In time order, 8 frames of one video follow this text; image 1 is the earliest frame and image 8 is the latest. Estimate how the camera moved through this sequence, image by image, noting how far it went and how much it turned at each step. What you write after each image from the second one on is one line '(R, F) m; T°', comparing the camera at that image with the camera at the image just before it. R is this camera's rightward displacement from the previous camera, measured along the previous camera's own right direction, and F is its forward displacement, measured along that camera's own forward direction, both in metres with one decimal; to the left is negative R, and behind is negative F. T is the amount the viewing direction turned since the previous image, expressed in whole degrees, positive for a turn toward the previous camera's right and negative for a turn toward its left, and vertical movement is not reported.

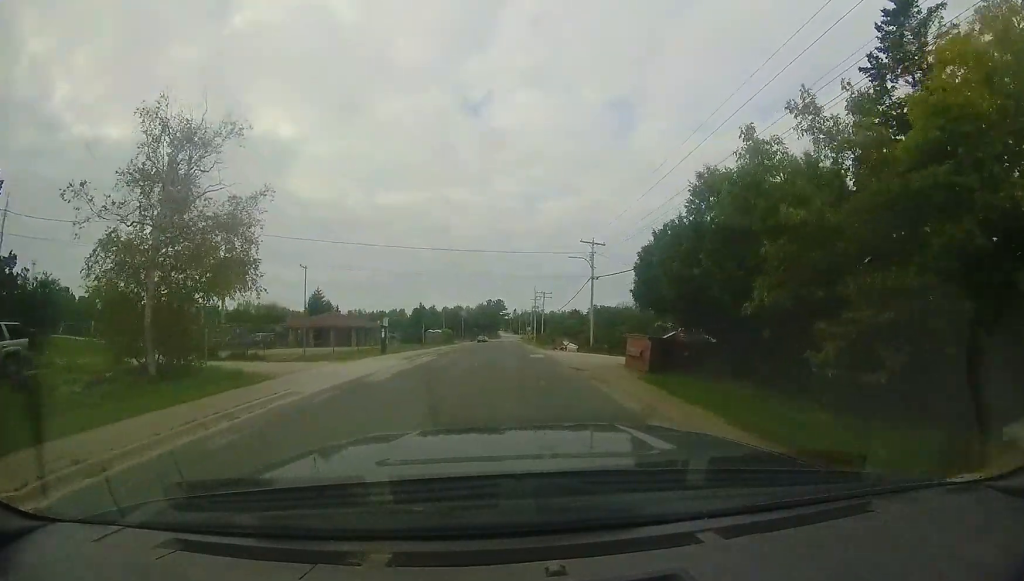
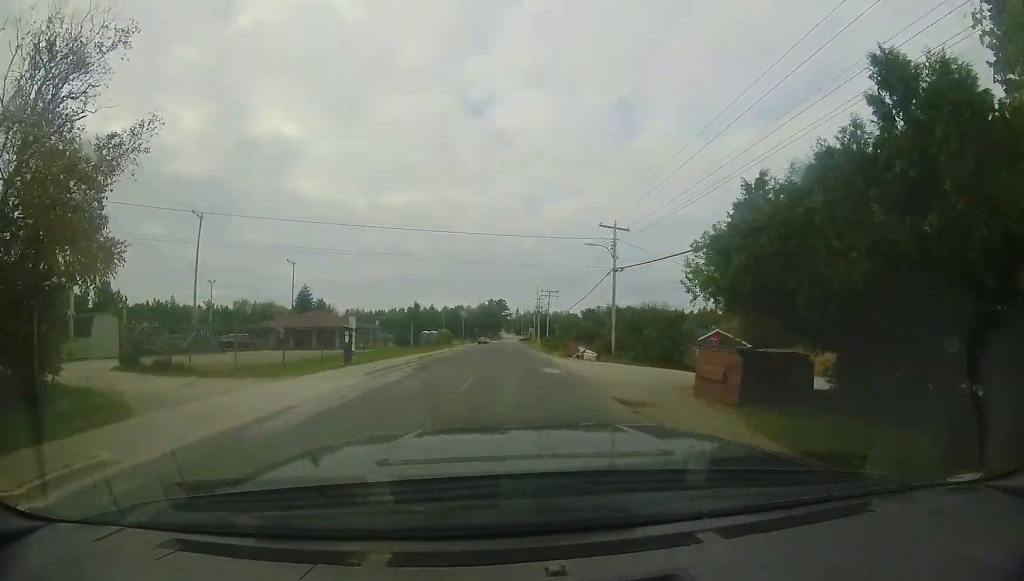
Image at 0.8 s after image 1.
(+0.2, +7.4) m; 0°
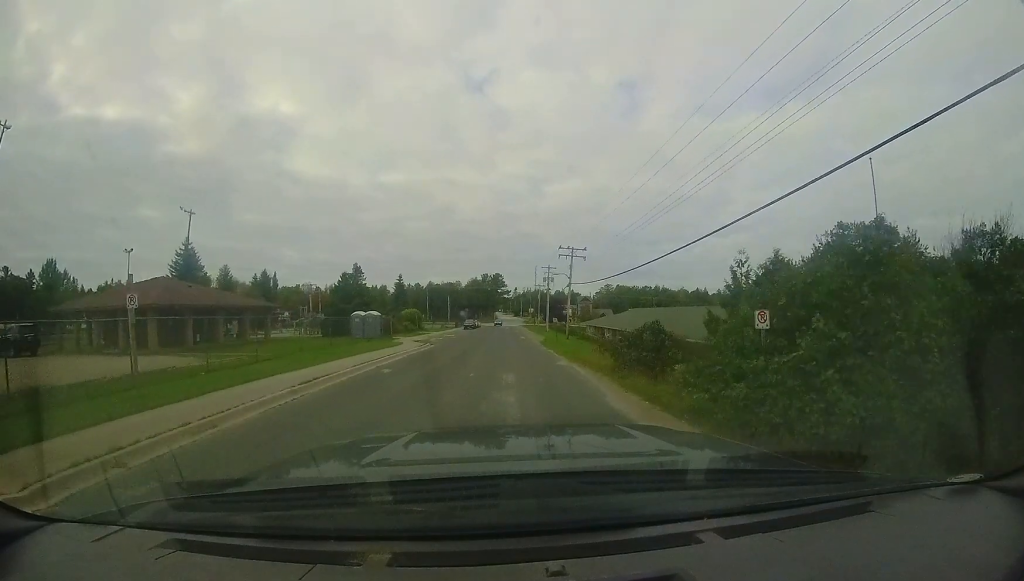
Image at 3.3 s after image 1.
(-0.6, +19.8) m; 0°
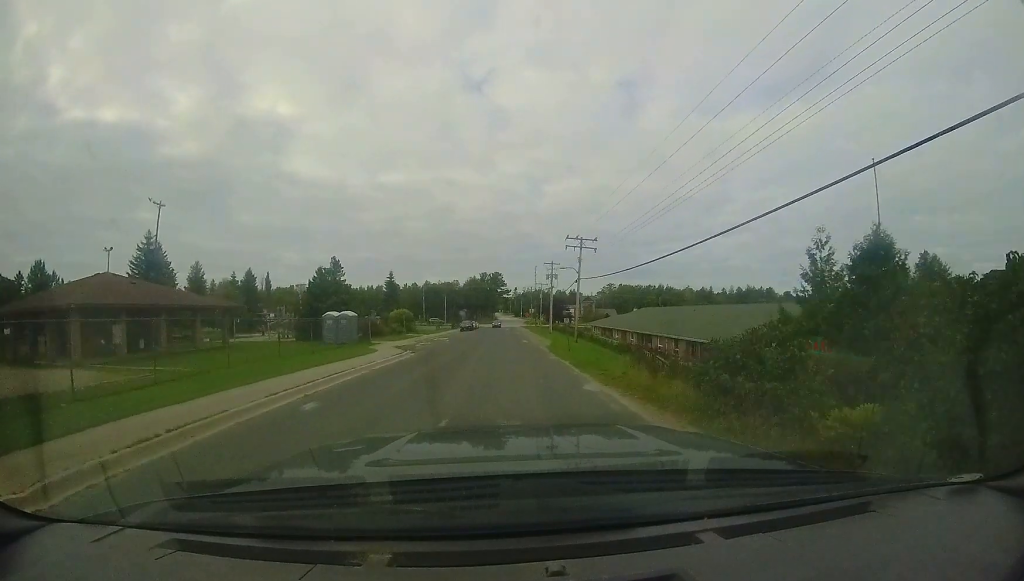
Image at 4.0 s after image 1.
(+0.3, +6.4) m; 0°
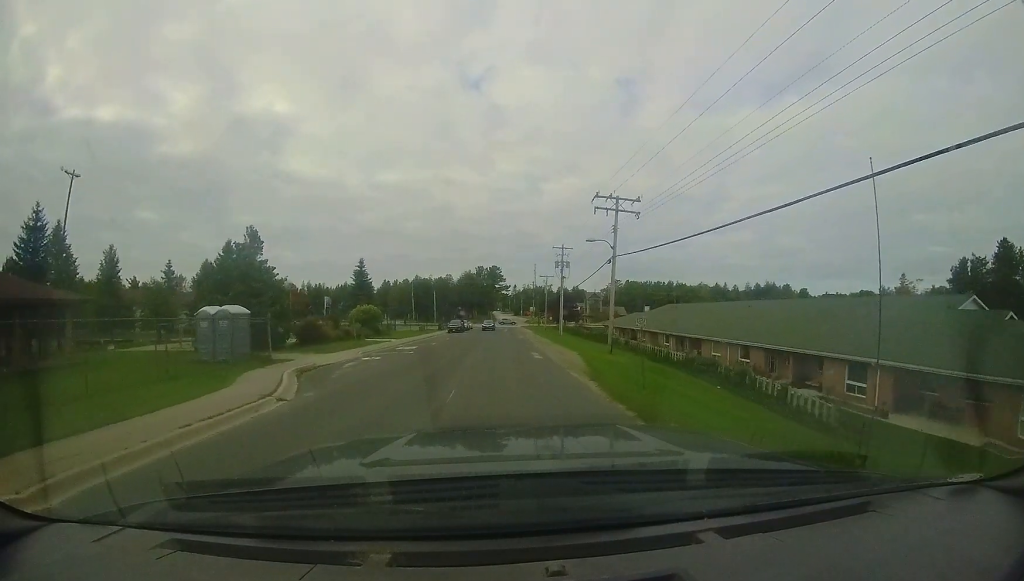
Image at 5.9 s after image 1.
(-0.1, +15.6) m; 0°
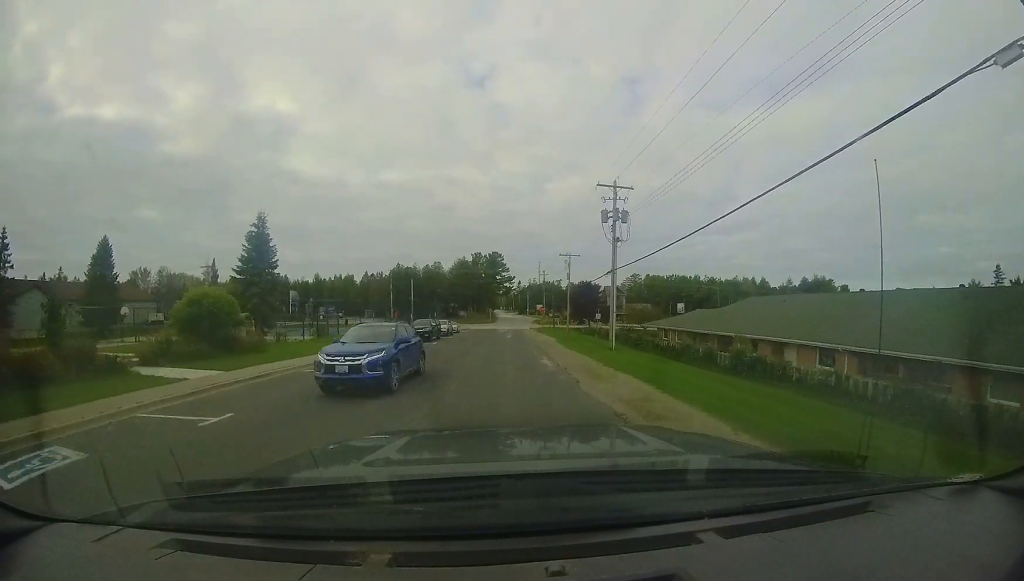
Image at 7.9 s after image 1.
(0.0, +15.2) m; -3°
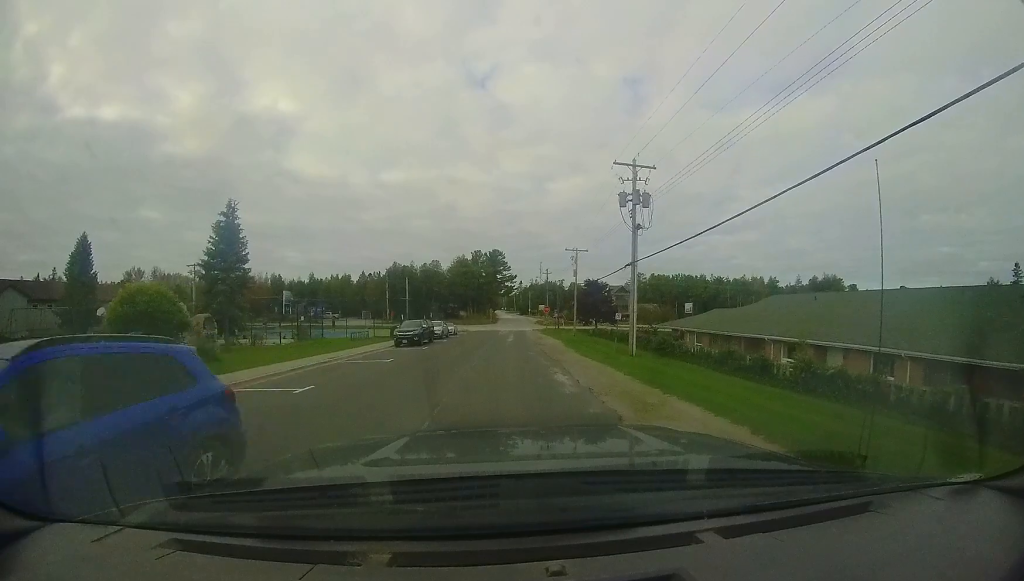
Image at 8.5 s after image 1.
(-0.1, +4.3) m; -1°
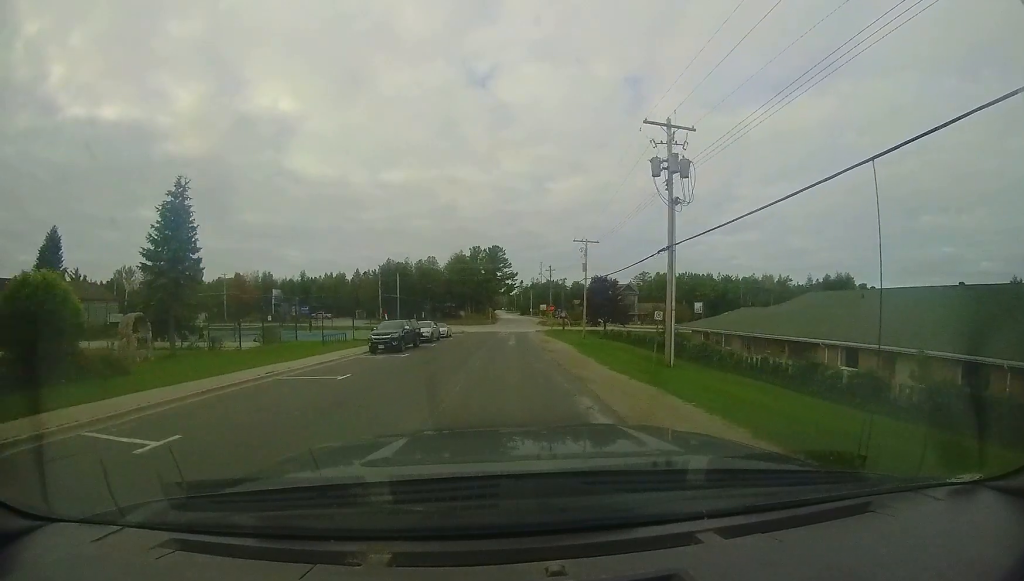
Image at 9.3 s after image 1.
(-0.2, +5.4) m; 0°
